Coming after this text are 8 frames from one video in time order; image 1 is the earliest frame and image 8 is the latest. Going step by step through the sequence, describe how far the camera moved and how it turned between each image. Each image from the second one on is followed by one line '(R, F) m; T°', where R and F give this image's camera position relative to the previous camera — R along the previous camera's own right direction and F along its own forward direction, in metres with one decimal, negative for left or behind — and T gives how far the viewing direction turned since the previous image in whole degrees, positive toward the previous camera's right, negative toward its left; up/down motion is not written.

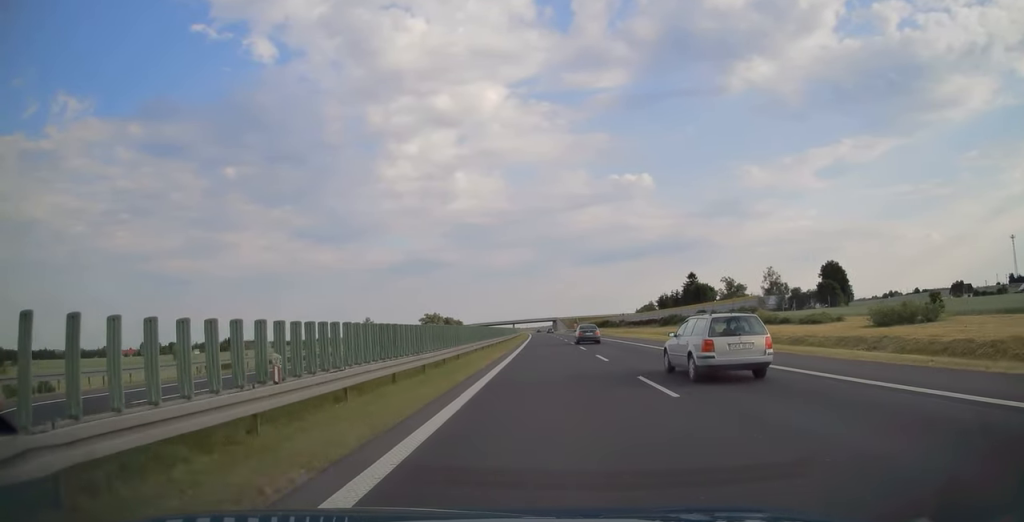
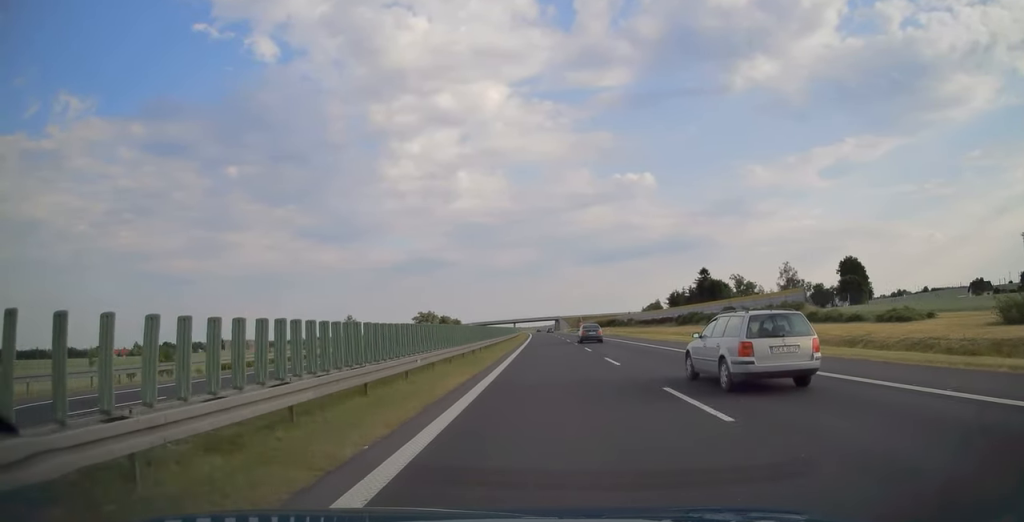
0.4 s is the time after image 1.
(0.0, +15.0) m; 0°
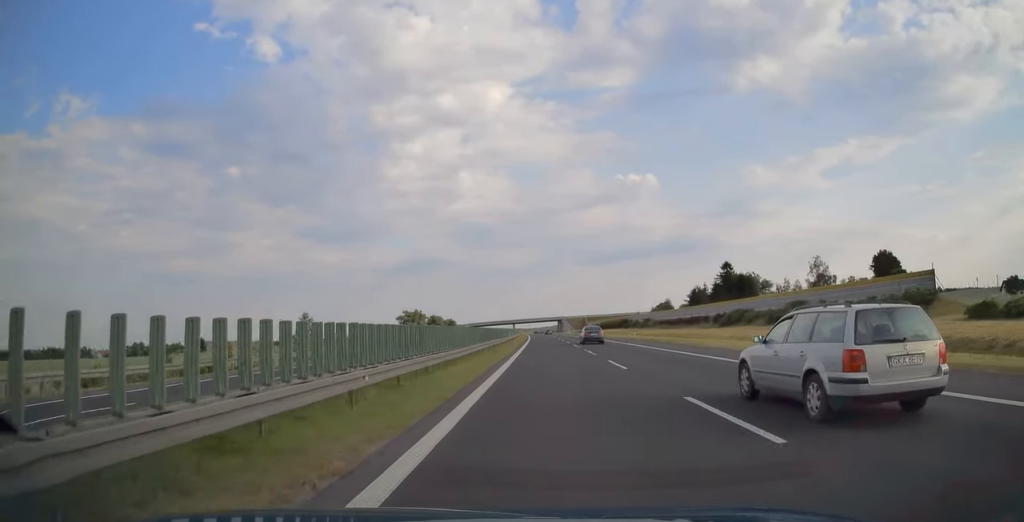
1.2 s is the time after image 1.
(-0.1, +25.3) m; 0°
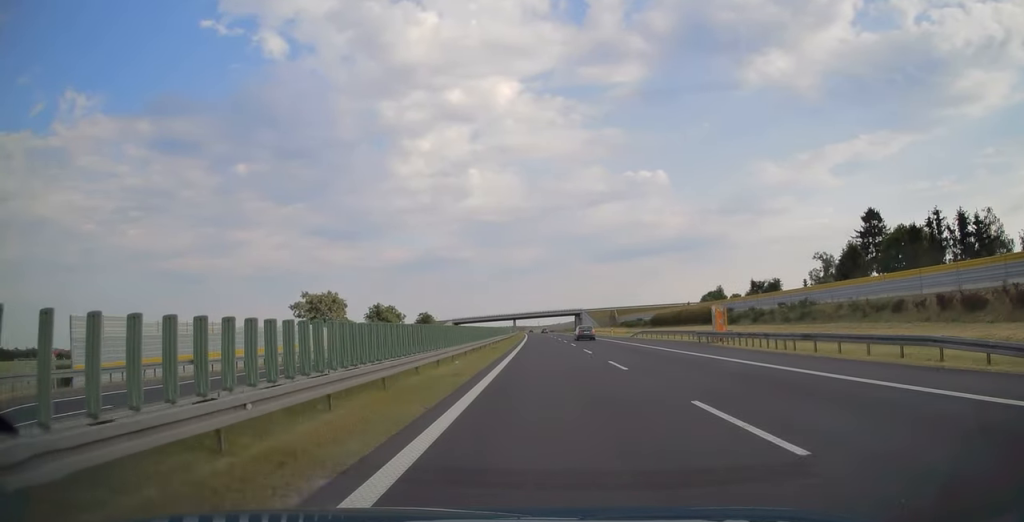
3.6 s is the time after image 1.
(-0.8, +85.1) m; -1°
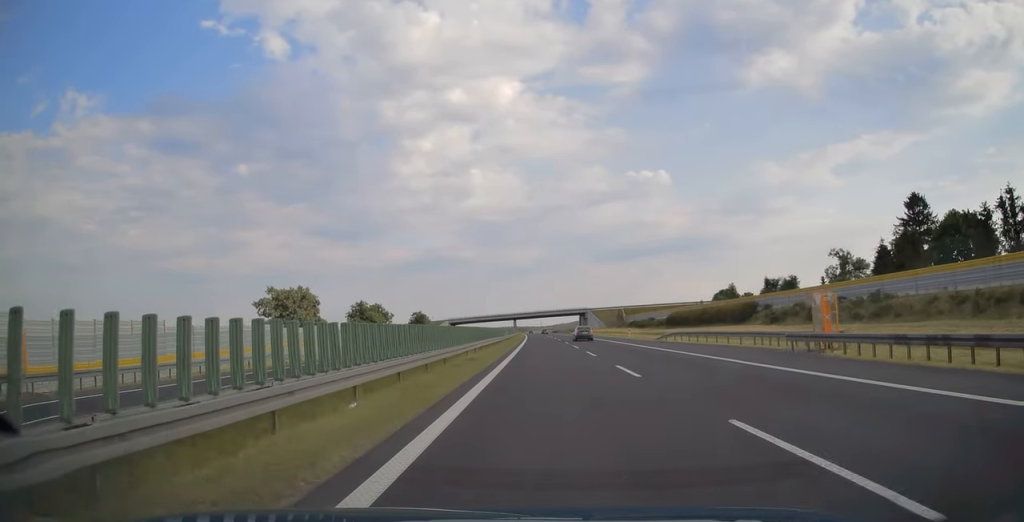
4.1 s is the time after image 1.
(0.0, +14.4) m; 0°
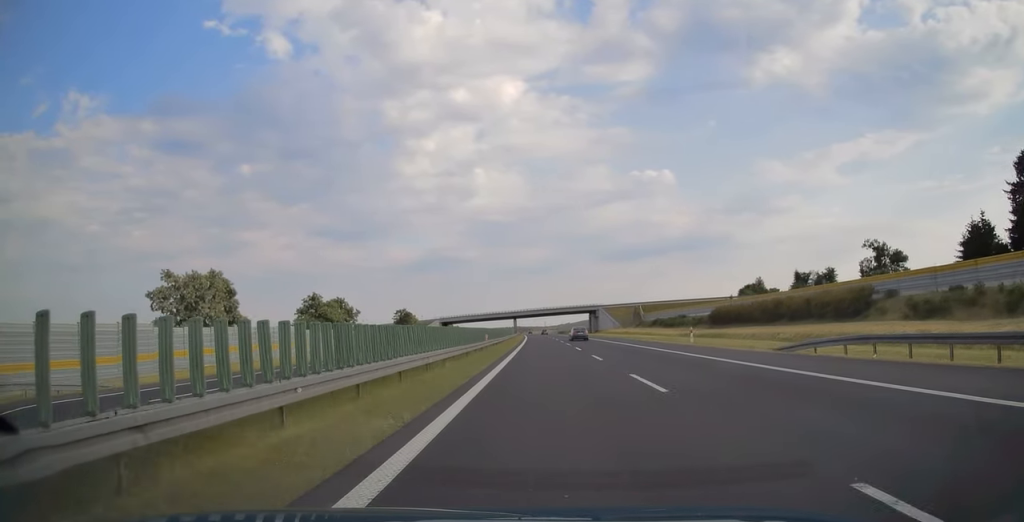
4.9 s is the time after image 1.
(-0.1, +27.6) m; 0°
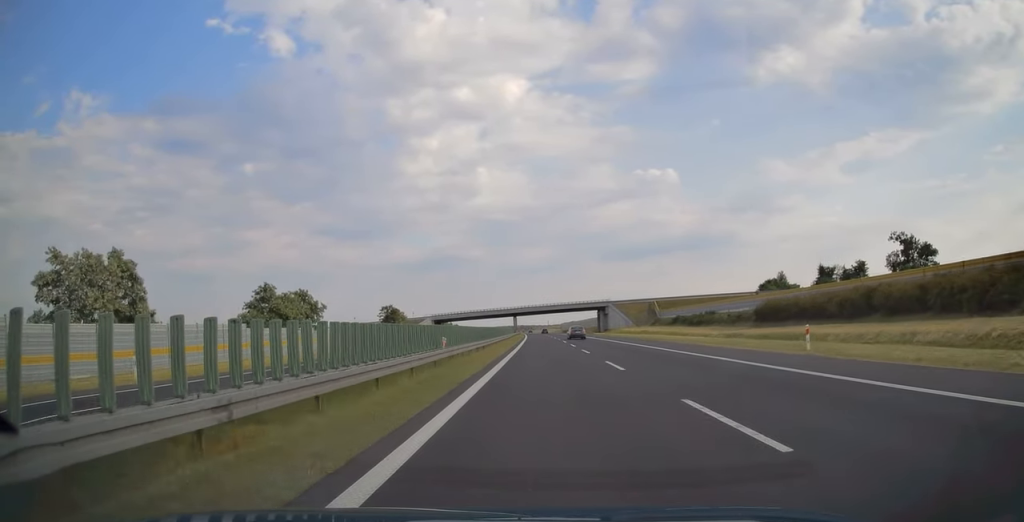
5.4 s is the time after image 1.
(0.0, +18.4) m; 0°
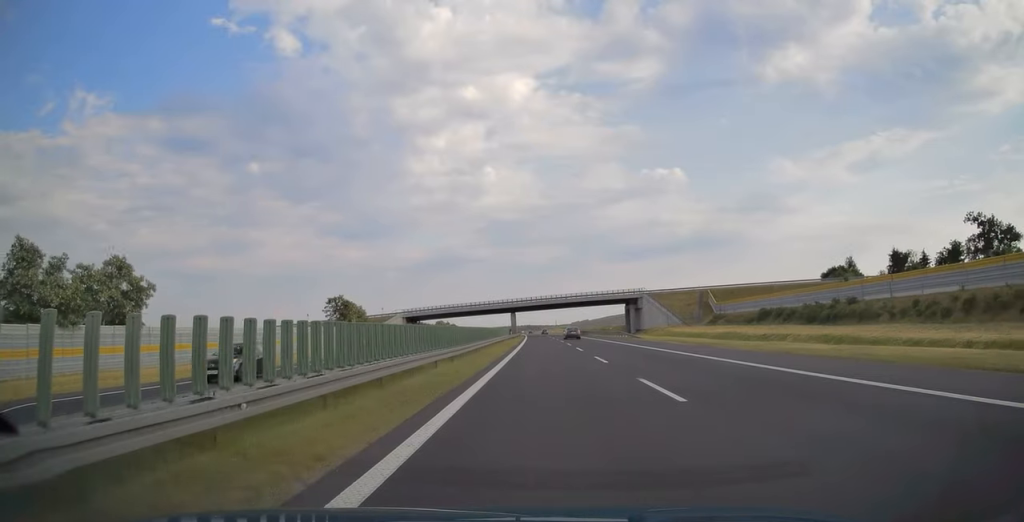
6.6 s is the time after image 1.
(-0.3, +43.6) m; -1°
